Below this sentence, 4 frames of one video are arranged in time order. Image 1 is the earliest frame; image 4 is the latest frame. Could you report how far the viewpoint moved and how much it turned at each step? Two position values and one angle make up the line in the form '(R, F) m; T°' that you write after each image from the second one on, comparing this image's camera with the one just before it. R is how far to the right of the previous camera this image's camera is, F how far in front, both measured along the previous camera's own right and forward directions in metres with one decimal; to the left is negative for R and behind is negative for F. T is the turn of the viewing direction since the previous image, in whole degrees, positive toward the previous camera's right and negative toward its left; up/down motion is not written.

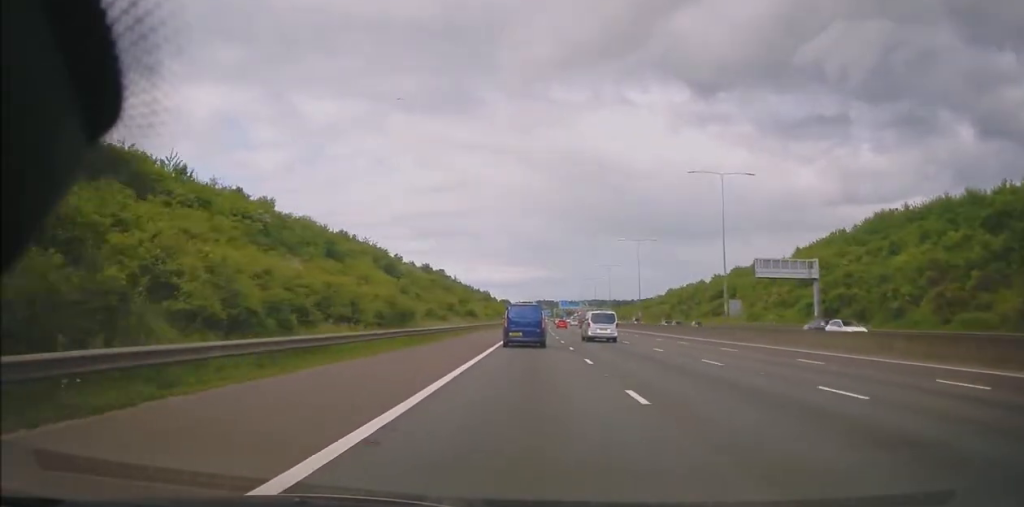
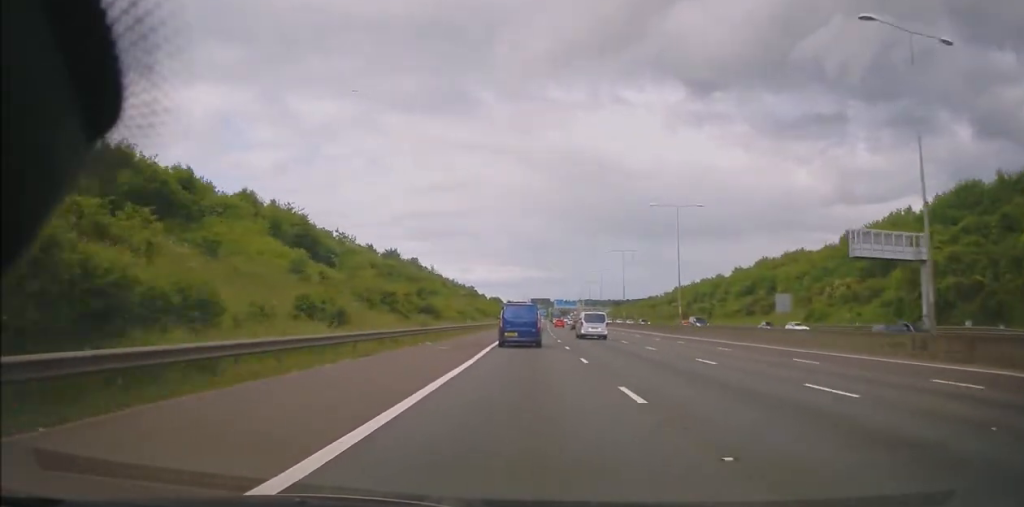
(-0.1, +26.9) m; 0°
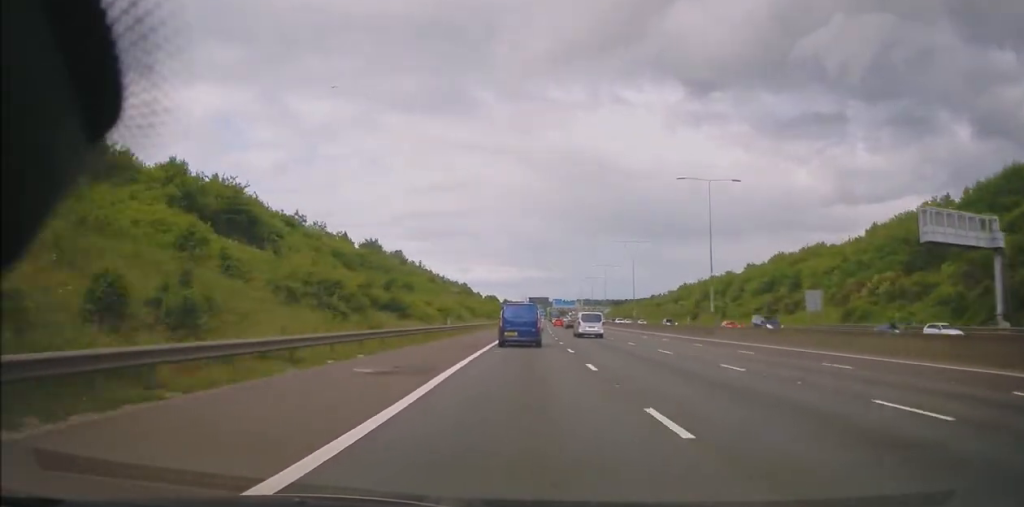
(0.0, +11.8) m; +1°
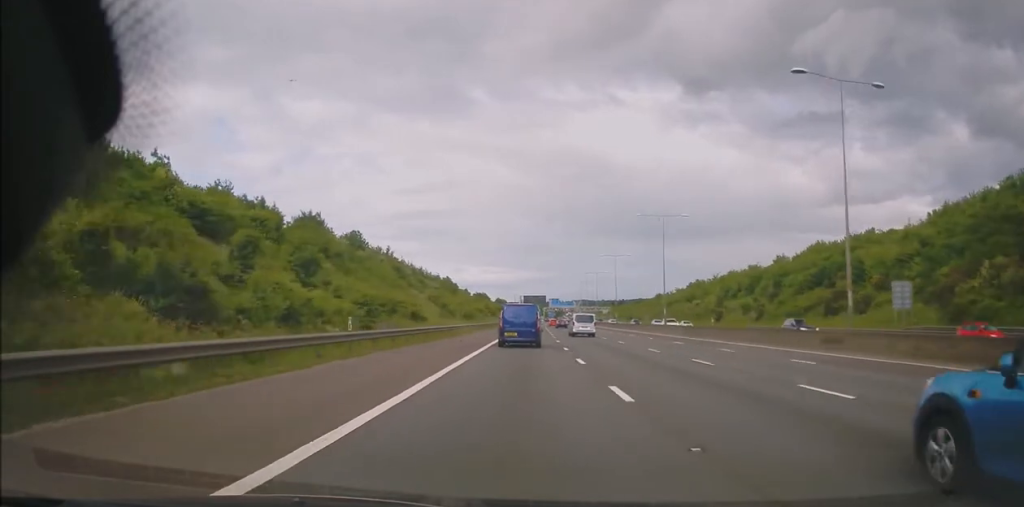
(+0.5, +23.4) m; +1°
